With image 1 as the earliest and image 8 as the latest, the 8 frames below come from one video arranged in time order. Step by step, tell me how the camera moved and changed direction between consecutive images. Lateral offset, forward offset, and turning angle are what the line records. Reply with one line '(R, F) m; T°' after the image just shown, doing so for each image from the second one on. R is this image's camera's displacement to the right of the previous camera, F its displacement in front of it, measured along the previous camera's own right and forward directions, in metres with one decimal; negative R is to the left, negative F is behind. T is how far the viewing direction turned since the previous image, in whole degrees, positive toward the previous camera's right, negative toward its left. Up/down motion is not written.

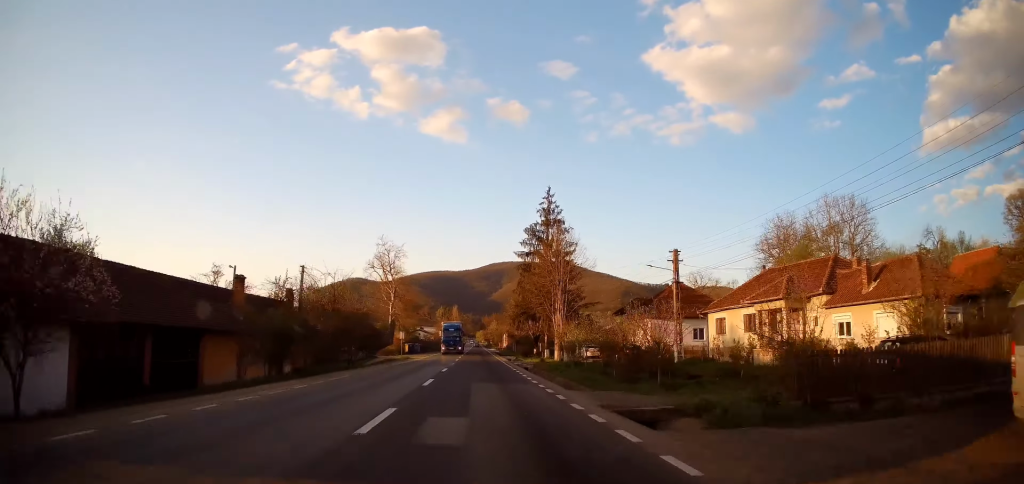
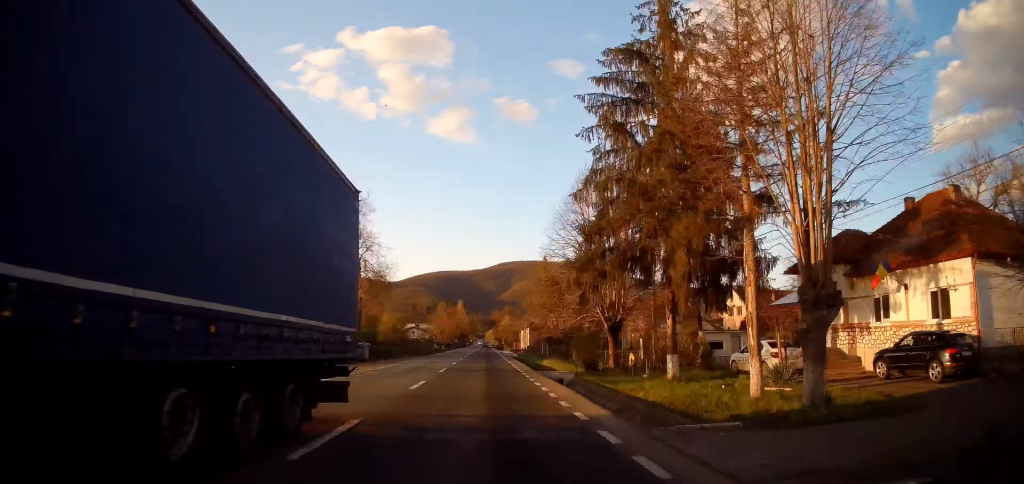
(-0.4, +38.2) m; 0°
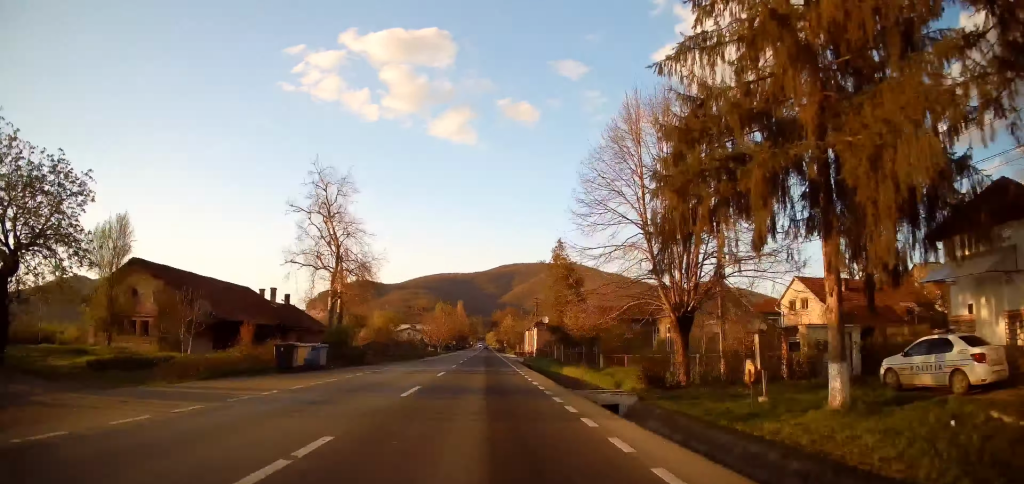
(+0.1, +10.5) m; 0°
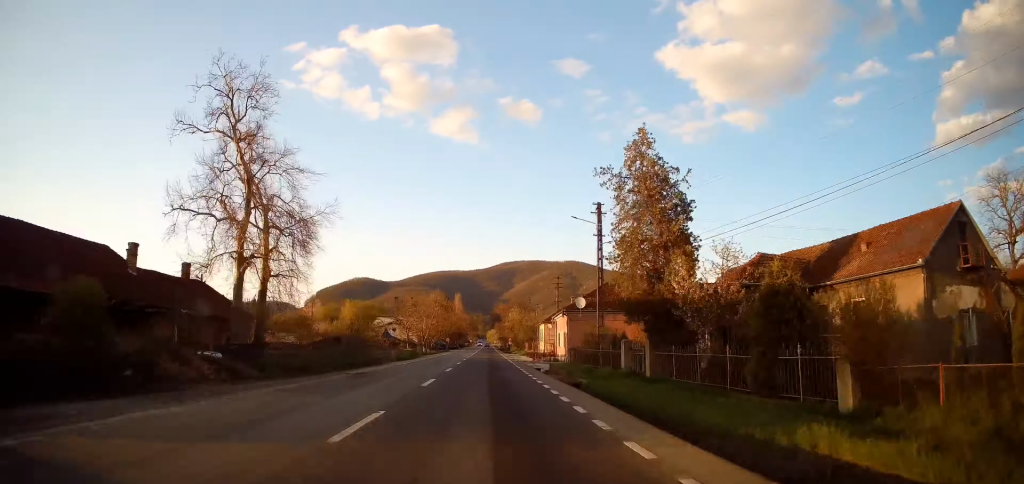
(-0.2, +24.2) m; -1°
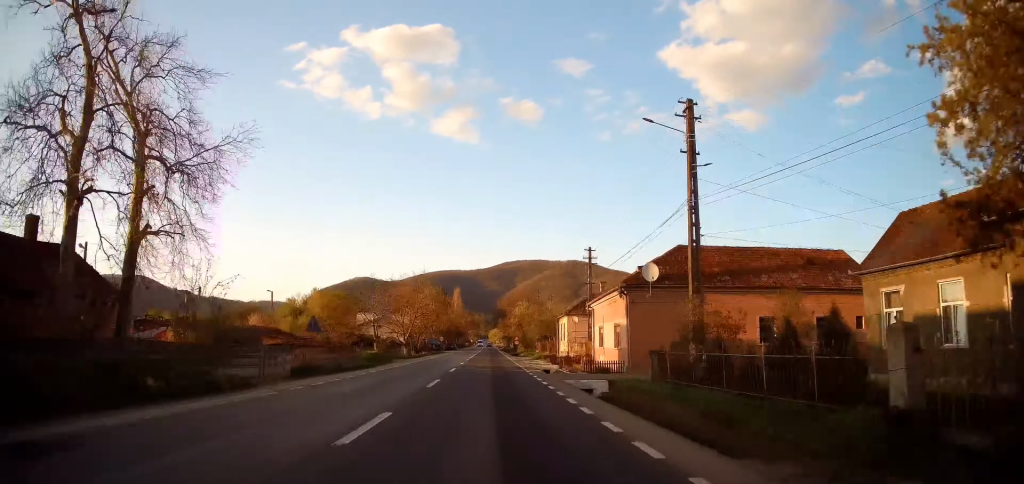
(-0.3, +18.2) m; 0°
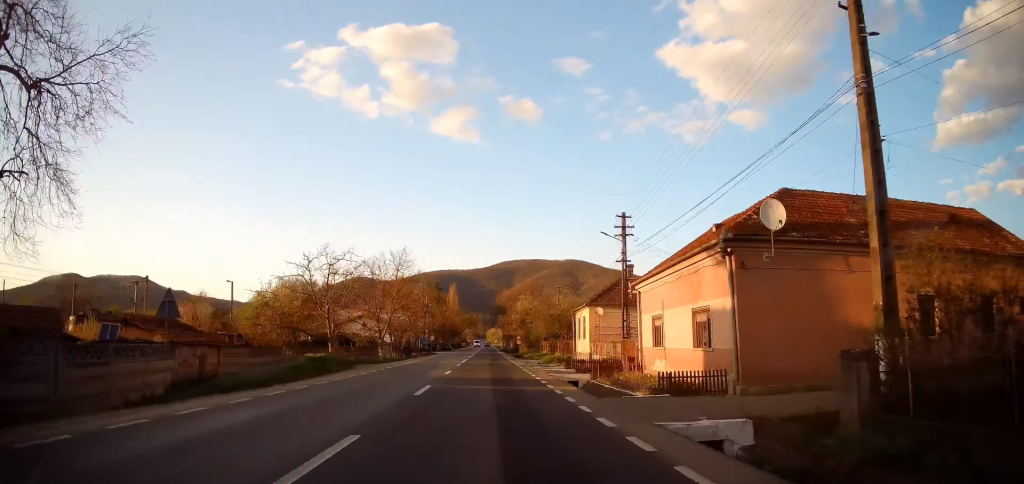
(0.0, +11.6) m; 0°
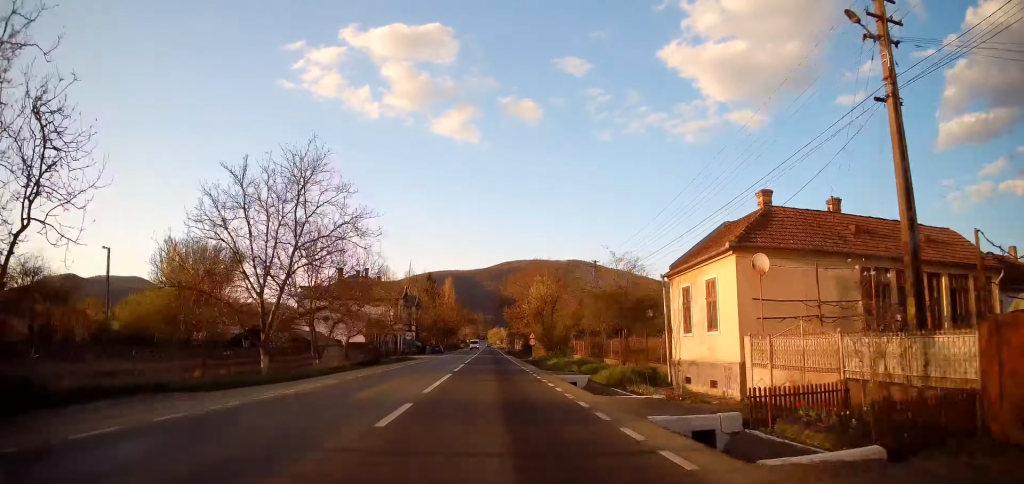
(+0.1, +23.0) m; 0°
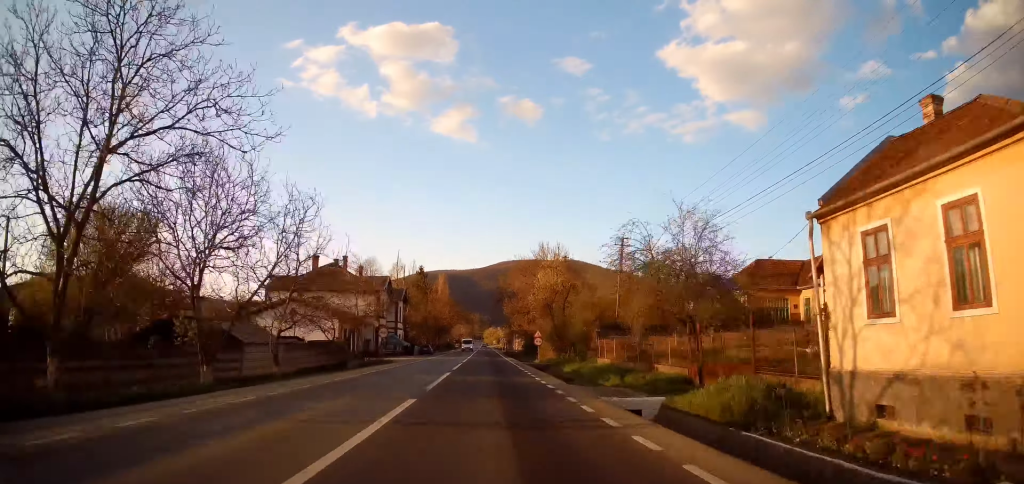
(0.0, +10.9) m; -1°
